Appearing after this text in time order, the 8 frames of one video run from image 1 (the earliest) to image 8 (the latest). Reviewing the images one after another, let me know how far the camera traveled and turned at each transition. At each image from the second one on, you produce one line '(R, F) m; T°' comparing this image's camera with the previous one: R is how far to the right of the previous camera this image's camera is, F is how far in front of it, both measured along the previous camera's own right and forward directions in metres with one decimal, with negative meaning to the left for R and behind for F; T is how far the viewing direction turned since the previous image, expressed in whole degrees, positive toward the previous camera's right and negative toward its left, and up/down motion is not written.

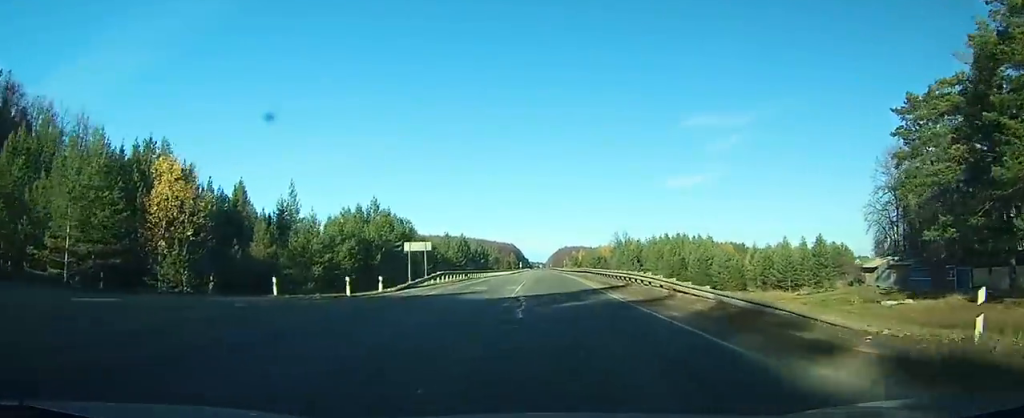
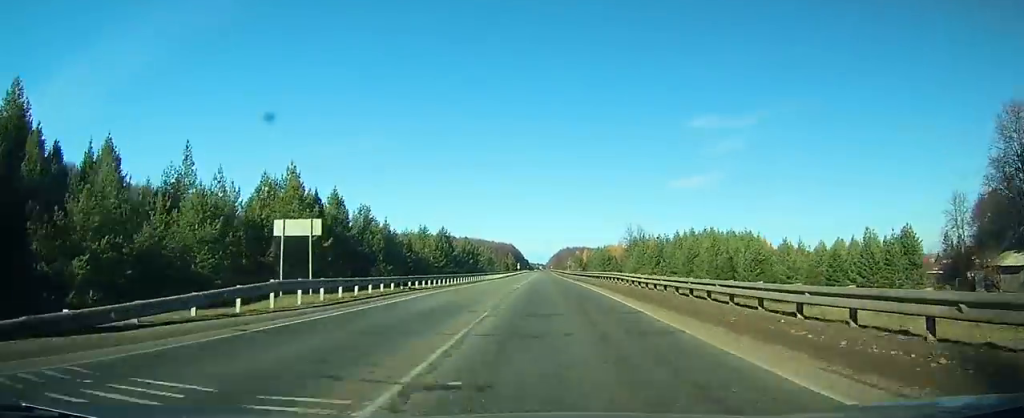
(+0.2, +25.1) m; +1°
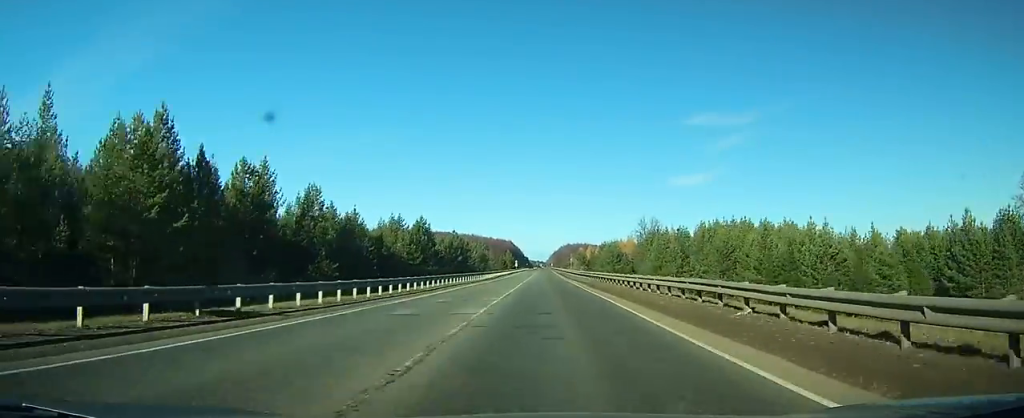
(0.0, +18.5) m; 0°
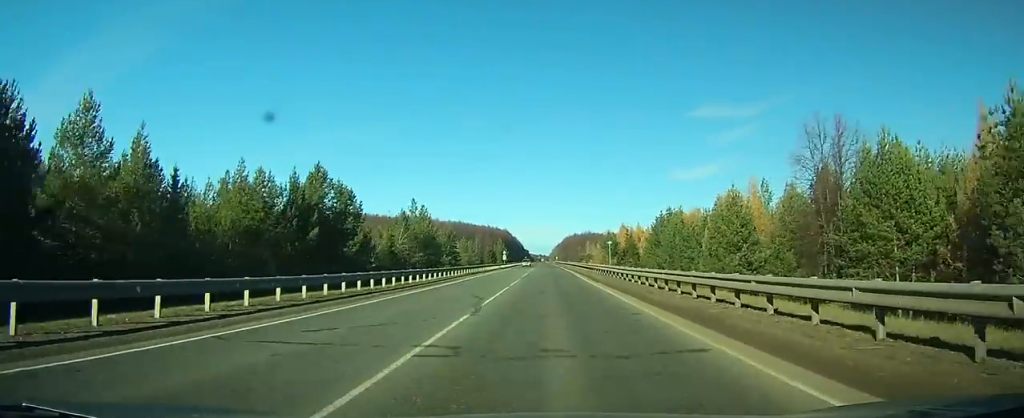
(-0.3, +78.0) m; -1°
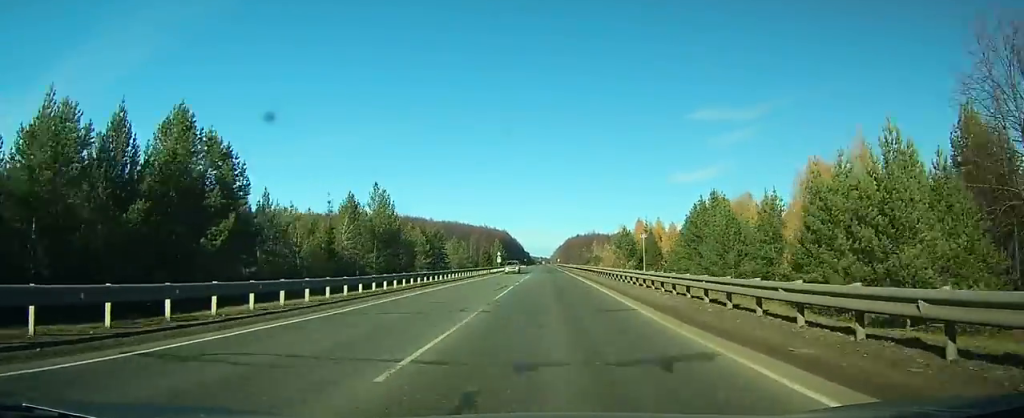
(0.0, +21.2) m; 0°
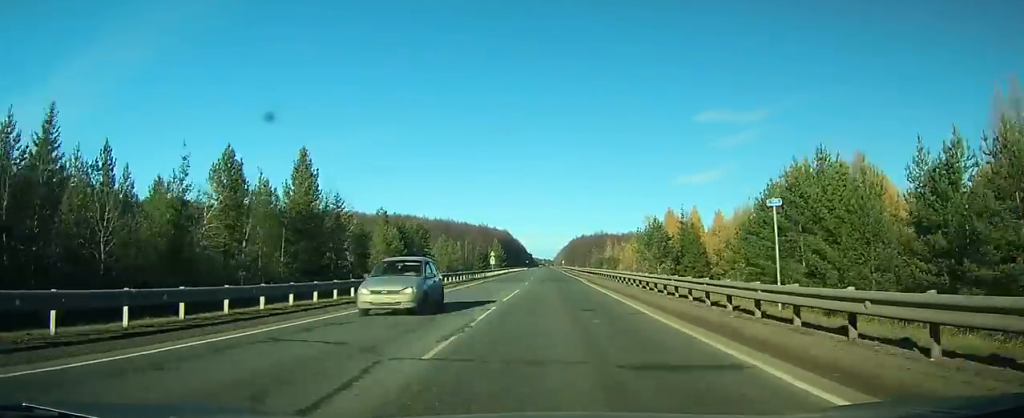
(0.0, +22.9) m; 0°
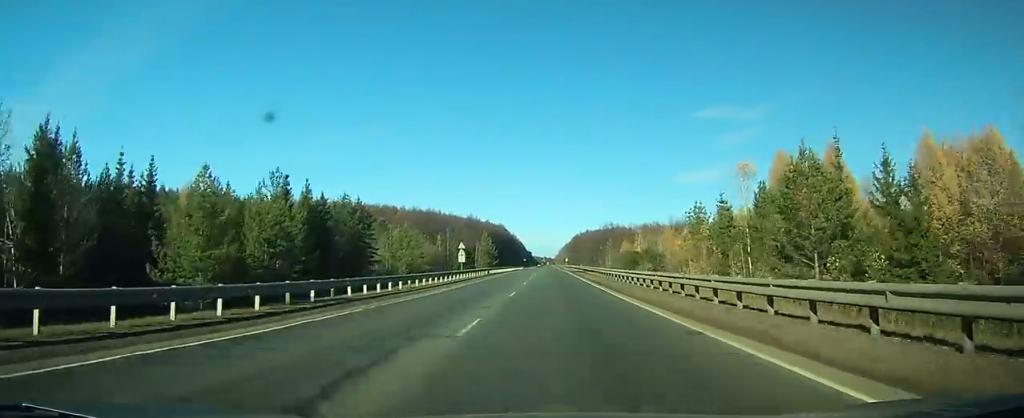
(0.0, +39.5) m; 0°
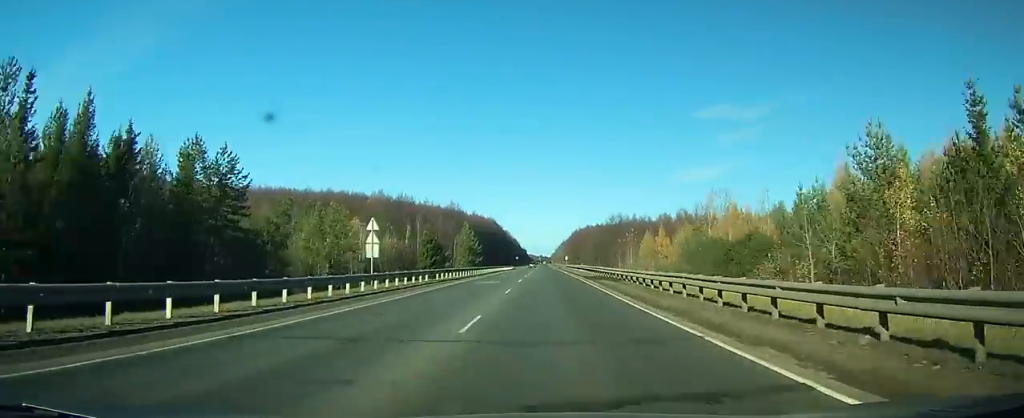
(-0.1, +35.3) m; 0°
